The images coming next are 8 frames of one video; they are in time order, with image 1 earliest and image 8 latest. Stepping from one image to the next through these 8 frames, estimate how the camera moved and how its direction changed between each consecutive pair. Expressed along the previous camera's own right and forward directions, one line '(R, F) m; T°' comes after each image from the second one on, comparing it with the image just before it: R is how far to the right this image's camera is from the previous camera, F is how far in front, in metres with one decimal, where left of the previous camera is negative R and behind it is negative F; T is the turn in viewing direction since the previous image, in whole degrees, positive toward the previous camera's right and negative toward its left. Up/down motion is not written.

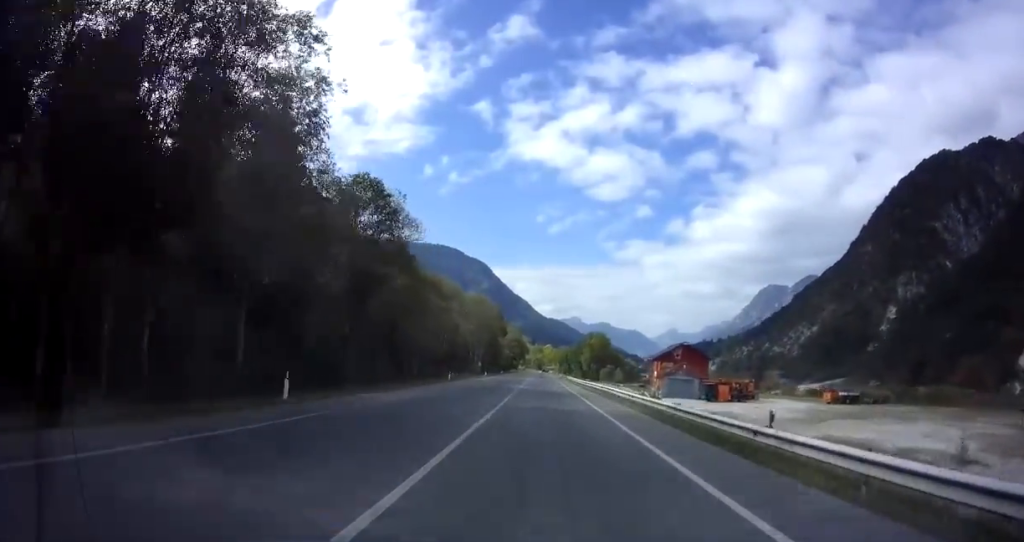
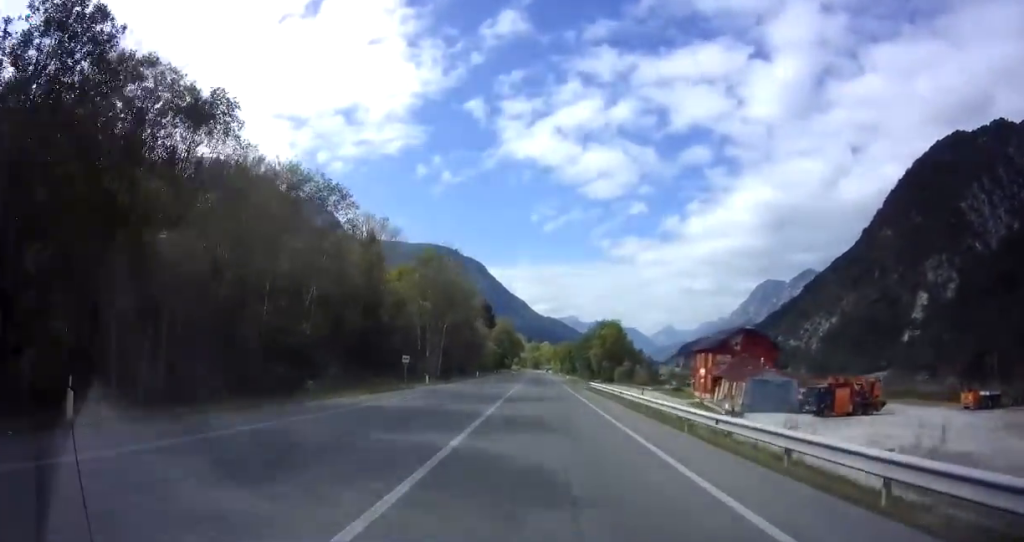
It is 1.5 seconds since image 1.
(-0.1, +38.1) m; 0°
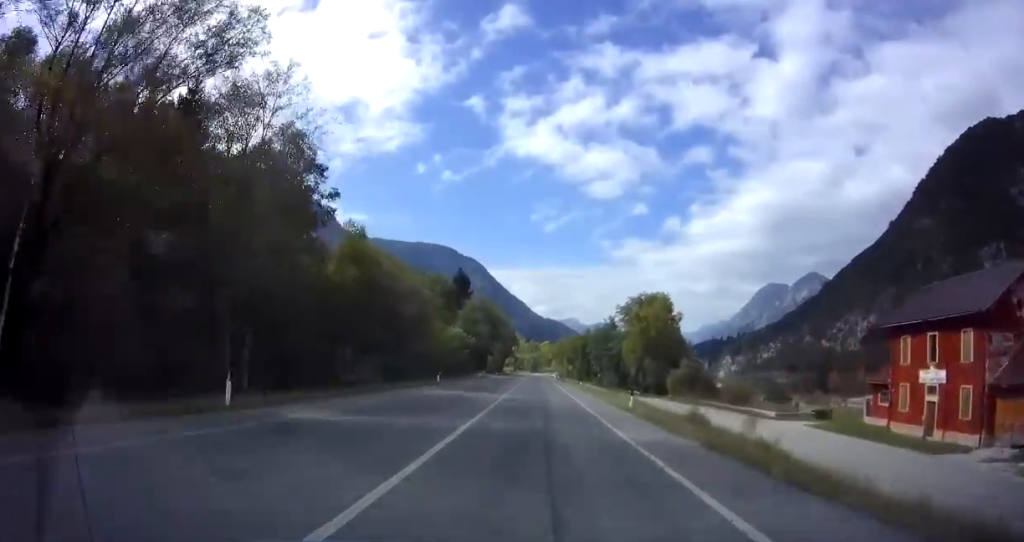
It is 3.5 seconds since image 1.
(+0.3, +53.3) m; +1°
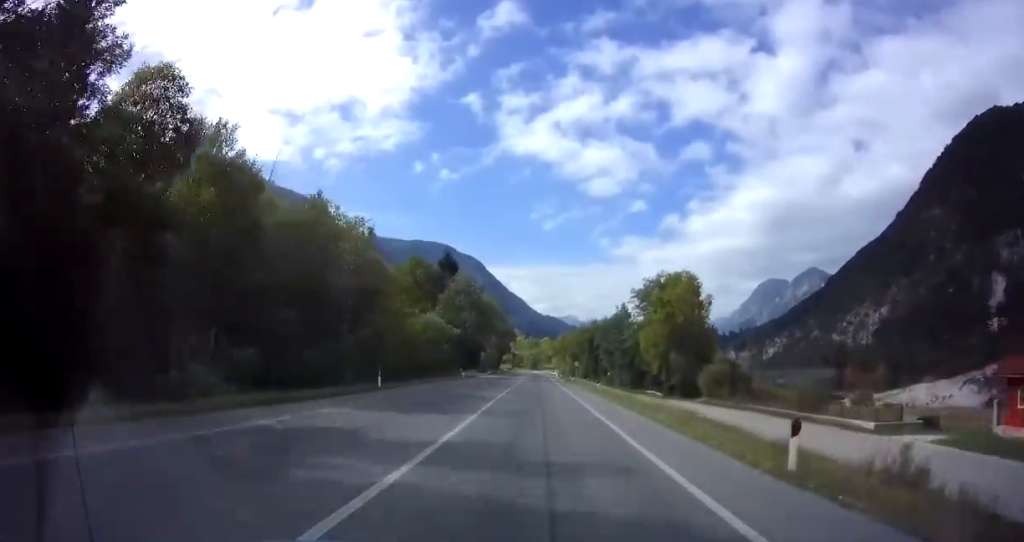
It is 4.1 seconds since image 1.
(+0.3, +15.4) m; 0°
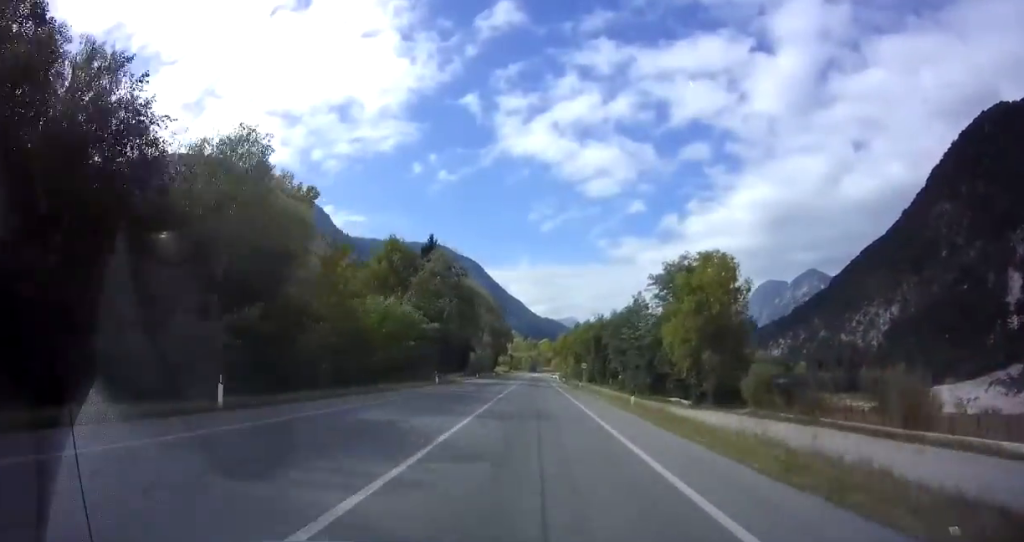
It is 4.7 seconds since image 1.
(-0.2, +14.4) m; -1°
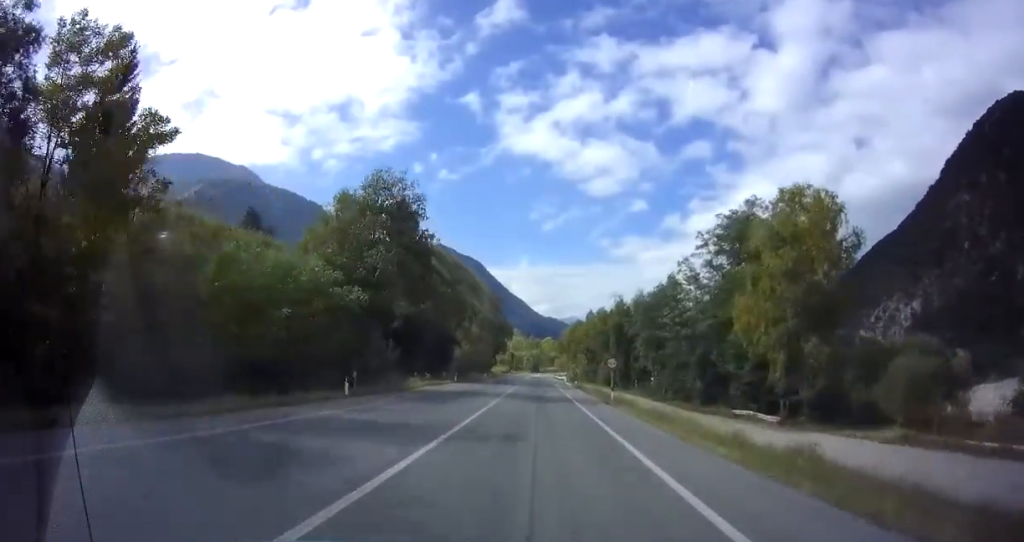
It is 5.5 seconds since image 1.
(-0.2, +20.2) m; 0°
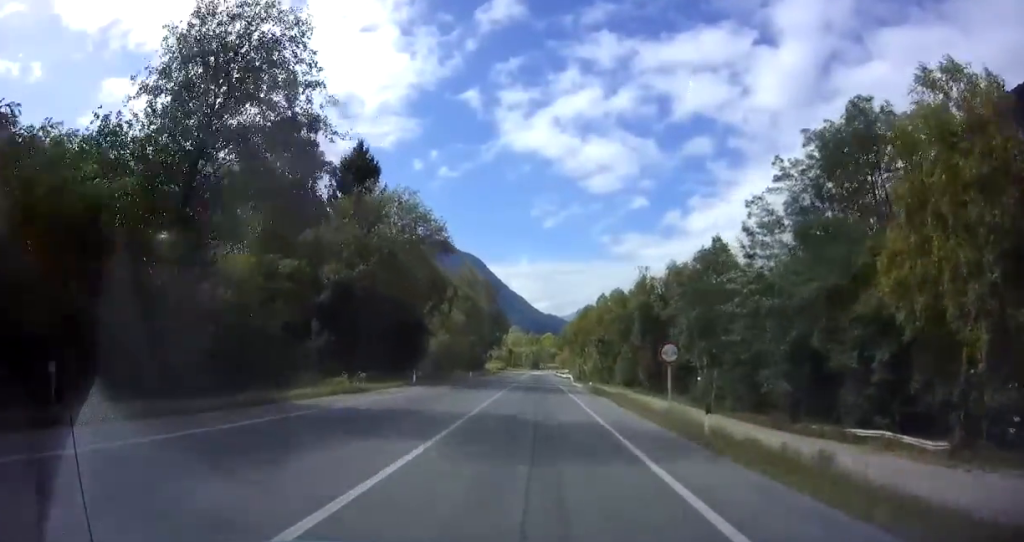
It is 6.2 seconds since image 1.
(0.0, +16.8) m; 0°
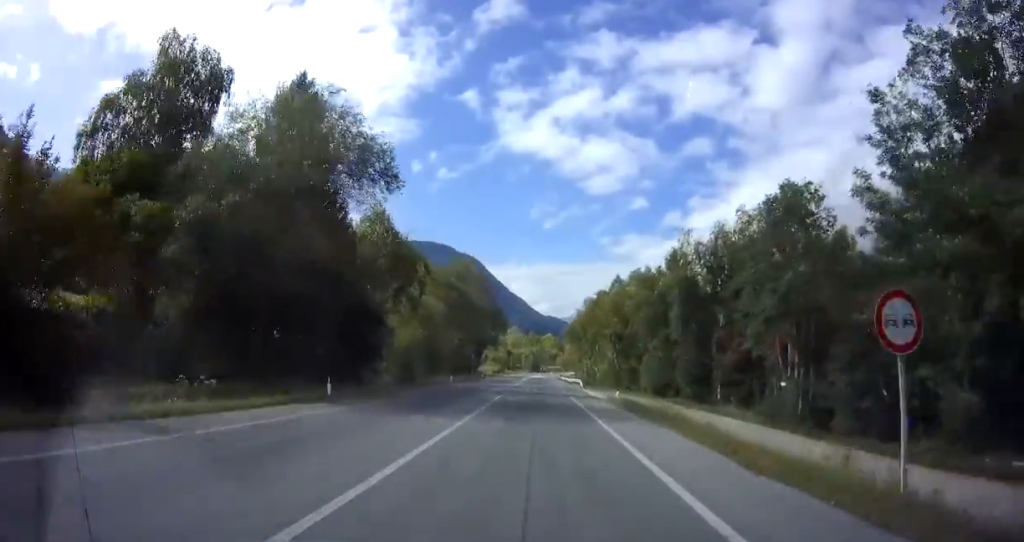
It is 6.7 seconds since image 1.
(0.0, +14.1) m; -1°
